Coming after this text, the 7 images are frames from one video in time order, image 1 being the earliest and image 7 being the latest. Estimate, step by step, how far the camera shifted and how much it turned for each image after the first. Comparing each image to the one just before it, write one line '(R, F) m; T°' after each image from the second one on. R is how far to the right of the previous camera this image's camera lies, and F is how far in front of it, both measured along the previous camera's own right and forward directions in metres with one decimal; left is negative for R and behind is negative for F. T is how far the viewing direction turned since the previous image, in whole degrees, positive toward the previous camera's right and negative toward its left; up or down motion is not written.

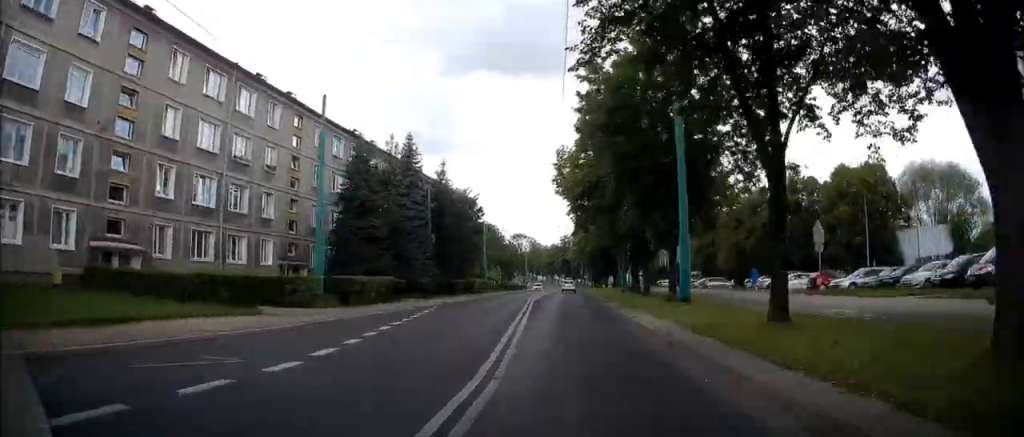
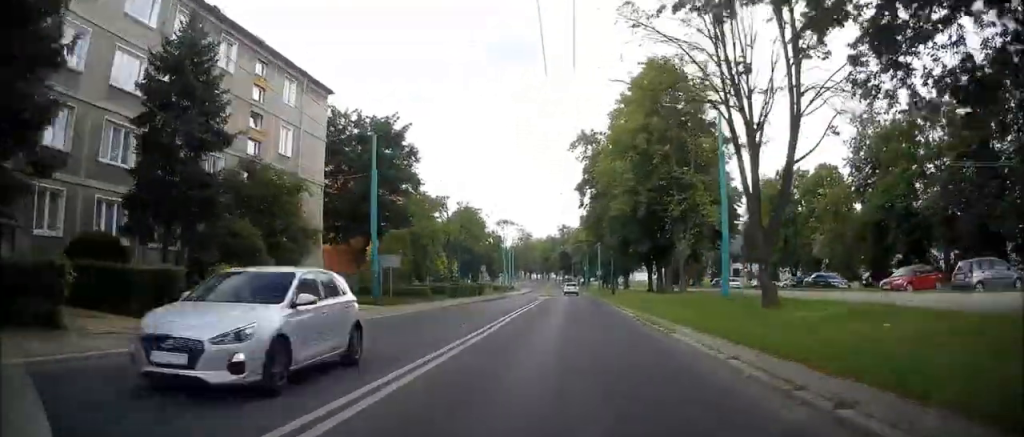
(-0.7, +49.2) m; -1°
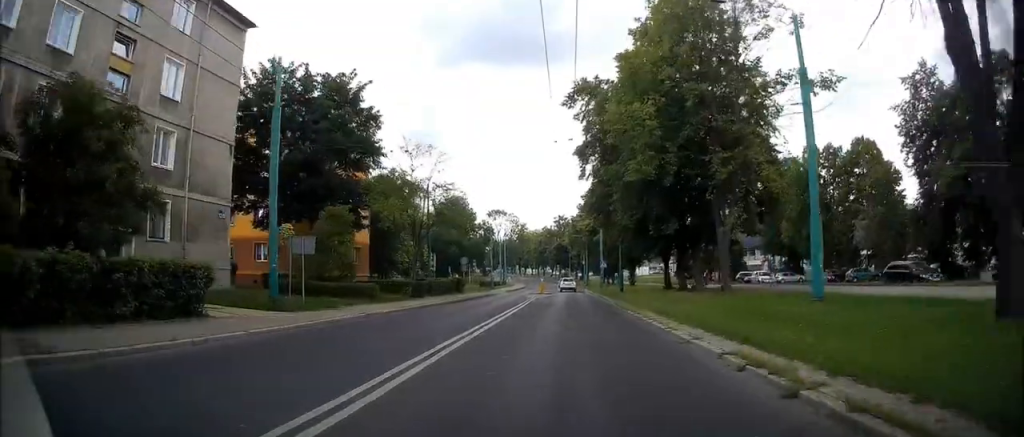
(0.0, +13.0) m; 0°
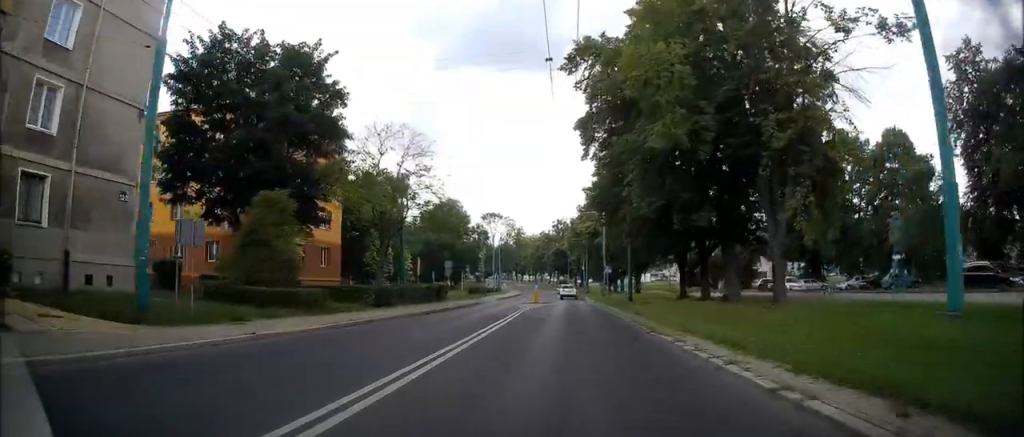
(0.0, +8.8) m; 0°
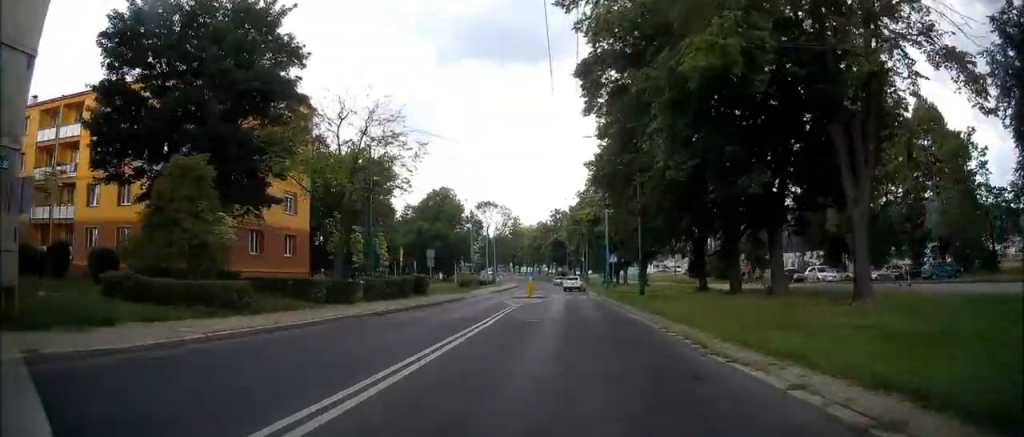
(0.0, +7.5) m; +1°
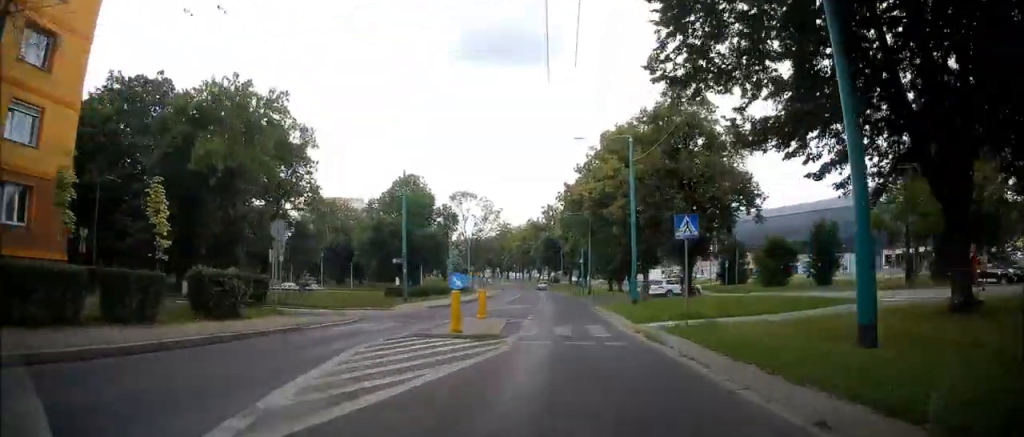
(+0.6, +27.7) m; +2°
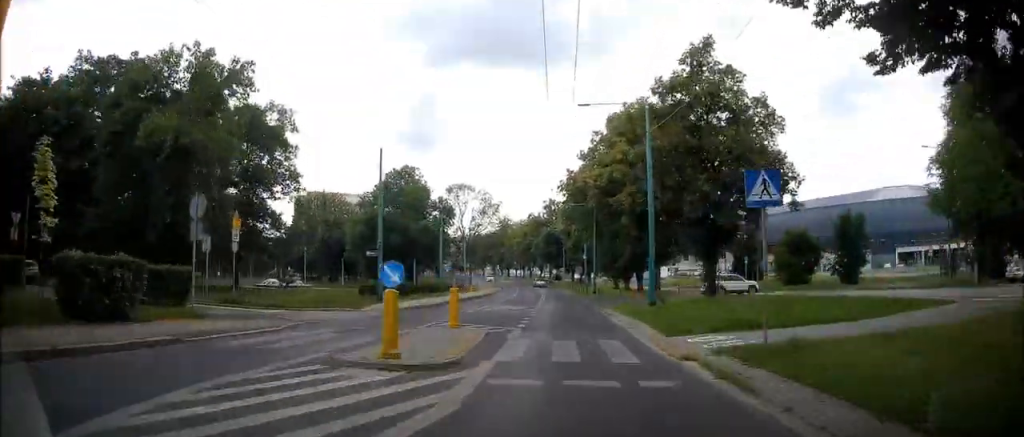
(0.0, +5.6) m; 0°
